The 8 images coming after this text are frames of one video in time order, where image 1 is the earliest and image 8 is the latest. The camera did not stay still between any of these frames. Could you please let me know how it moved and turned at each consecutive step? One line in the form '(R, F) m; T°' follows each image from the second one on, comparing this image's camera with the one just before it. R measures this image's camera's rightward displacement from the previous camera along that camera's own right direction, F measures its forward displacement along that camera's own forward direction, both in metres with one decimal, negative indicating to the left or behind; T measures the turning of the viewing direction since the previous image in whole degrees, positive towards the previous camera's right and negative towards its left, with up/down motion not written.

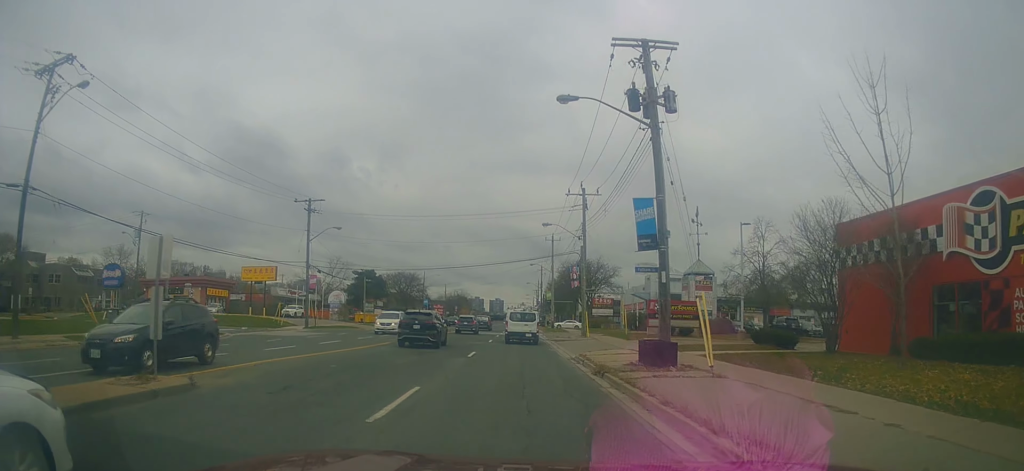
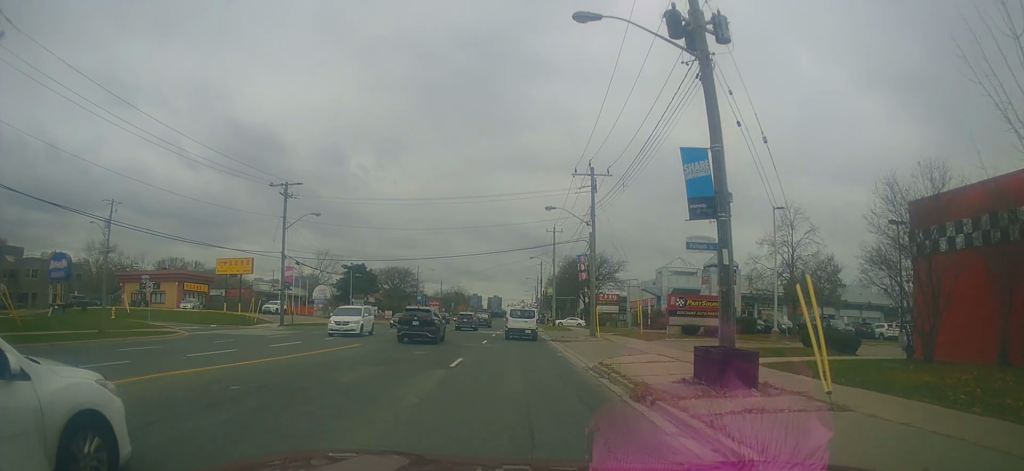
(+0.4, +5.7) m; 0°
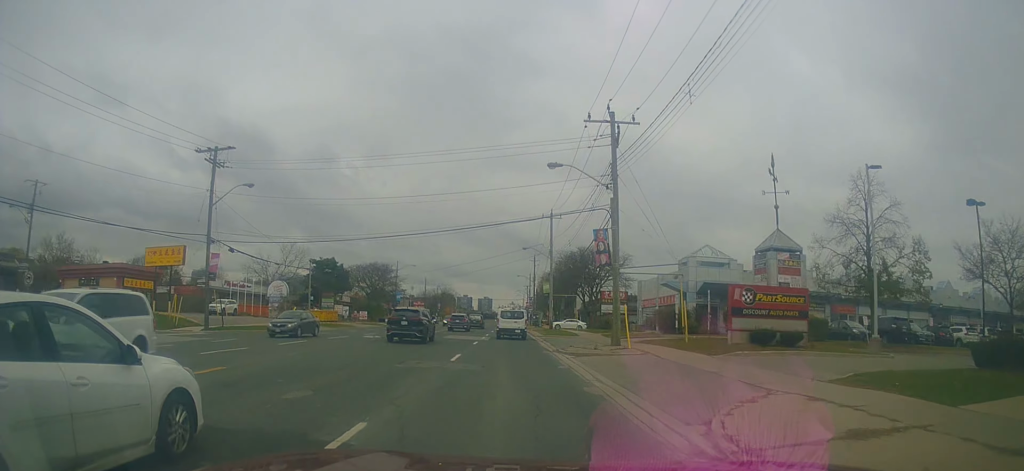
(-0.2, +11.5) m; -2°
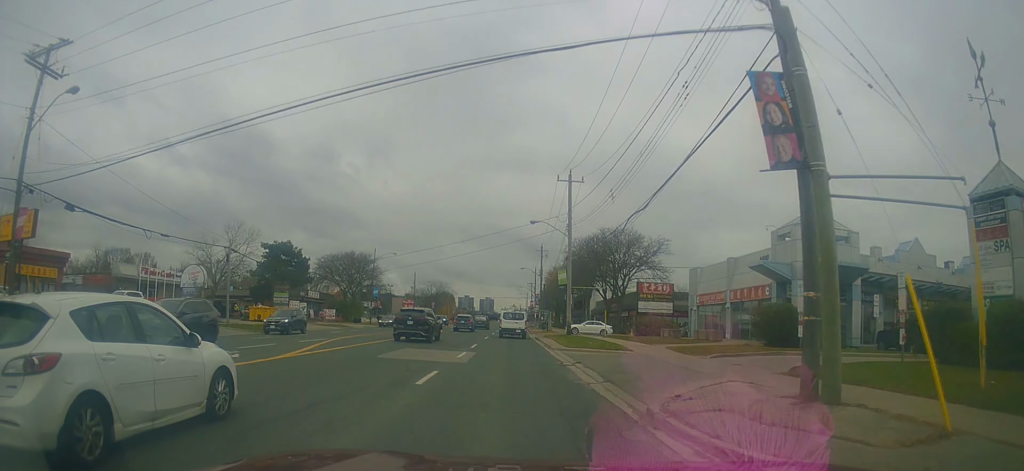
(+0.4, +18.0) m; +2°
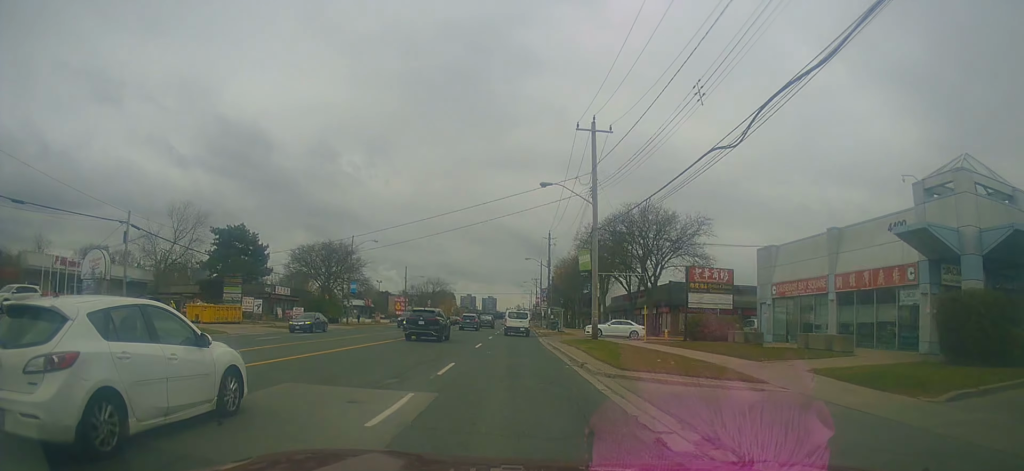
(-0.1, +12.7) m; -2°
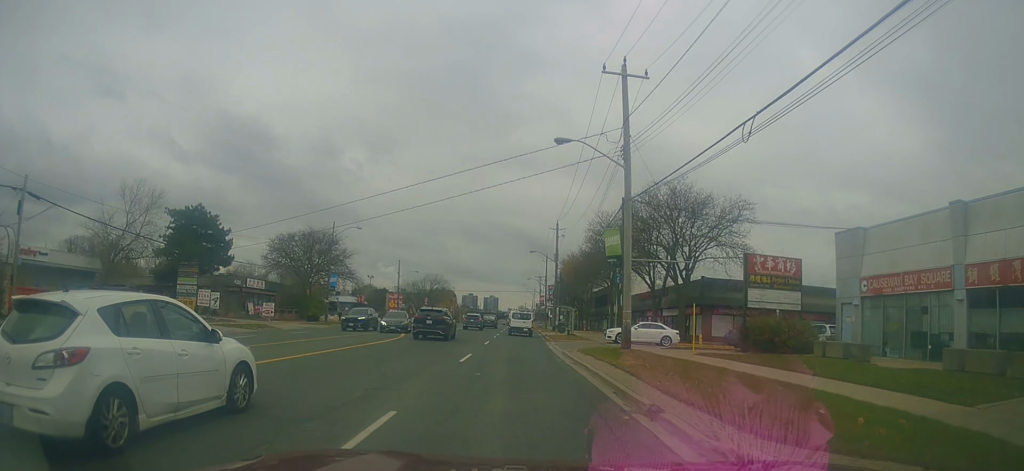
(-0.2, +8.6) m; -1°
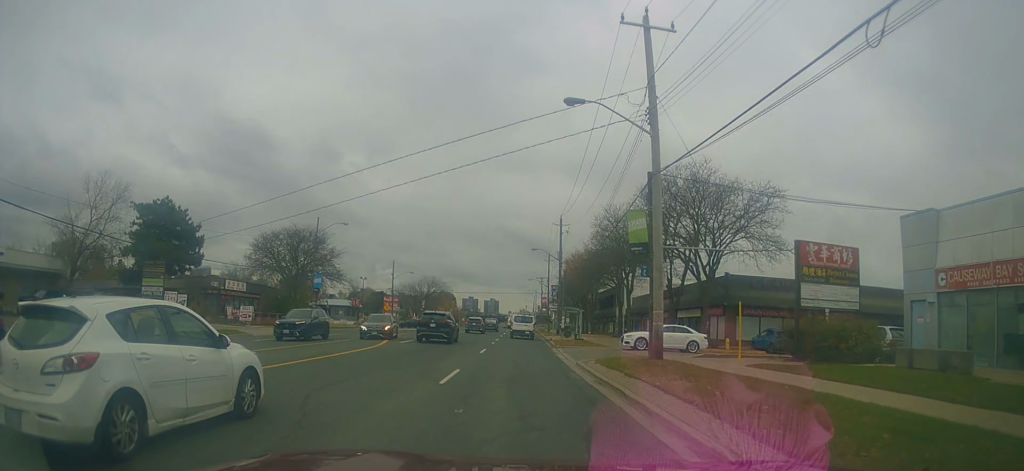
(-0.1, +5.0) m; 0°
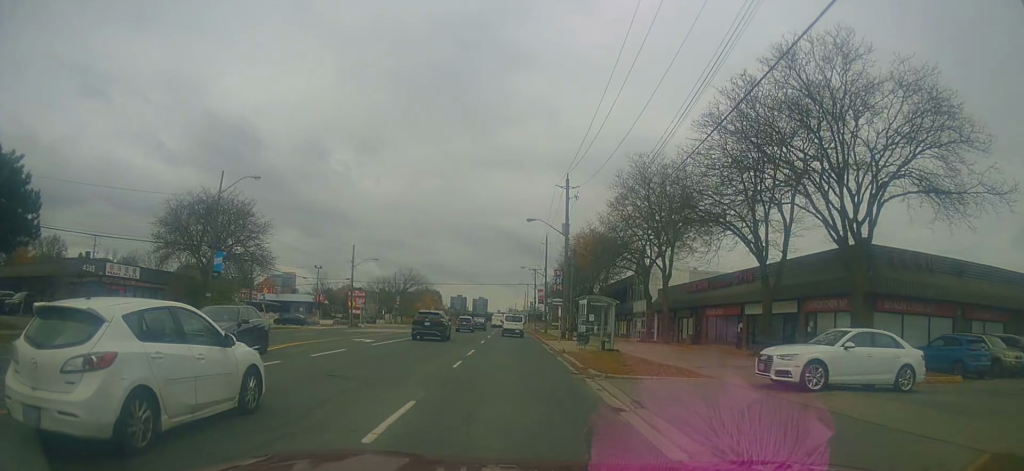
(+0.3, +18.1) m; +2°
